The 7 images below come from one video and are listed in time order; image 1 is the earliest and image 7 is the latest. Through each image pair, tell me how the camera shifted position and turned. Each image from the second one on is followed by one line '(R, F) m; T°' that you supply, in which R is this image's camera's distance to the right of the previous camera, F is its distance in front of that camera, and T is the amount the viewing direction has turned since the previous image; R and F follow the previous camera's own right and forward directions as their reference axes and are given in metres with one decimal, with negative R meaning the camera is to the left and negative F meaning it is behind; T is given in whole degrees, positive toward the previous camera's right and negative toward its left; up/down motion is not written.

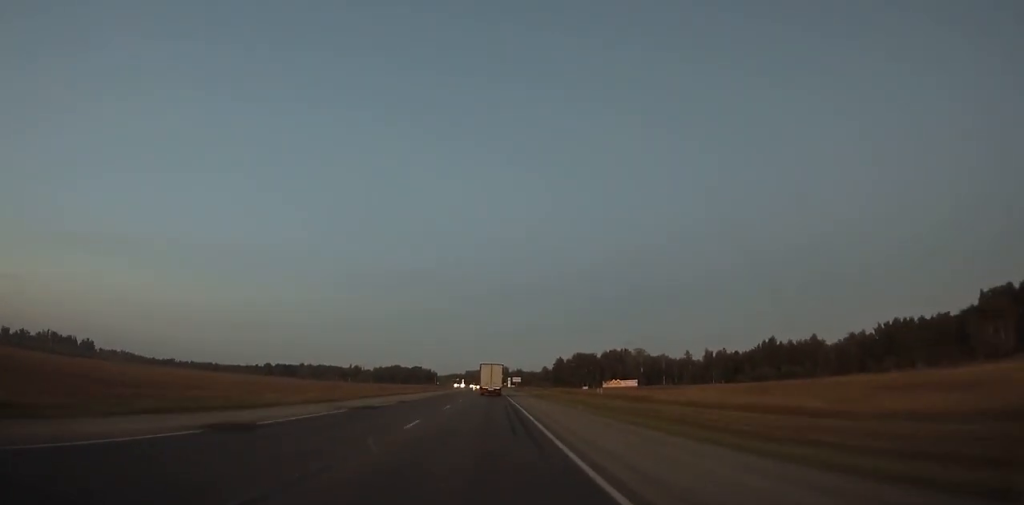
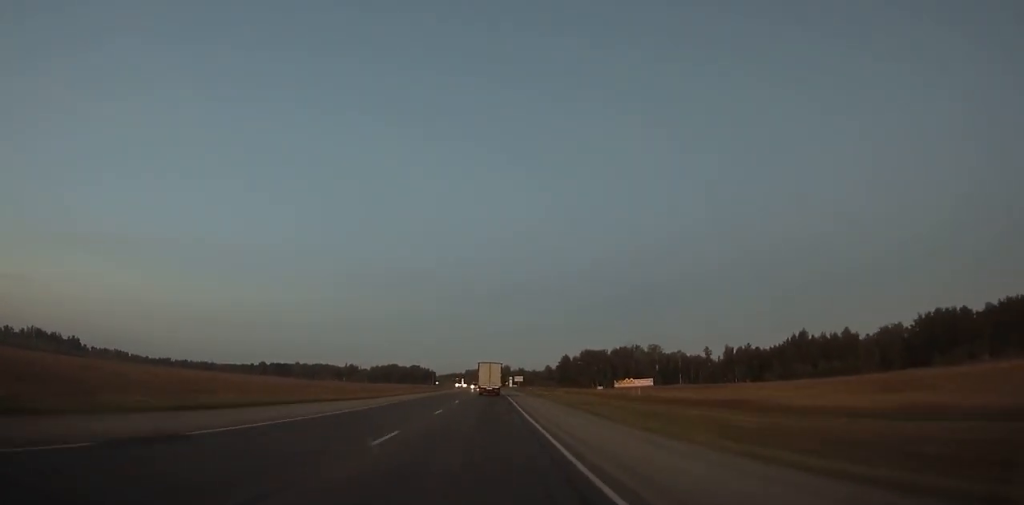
(0.0, +28.0) m; 0°
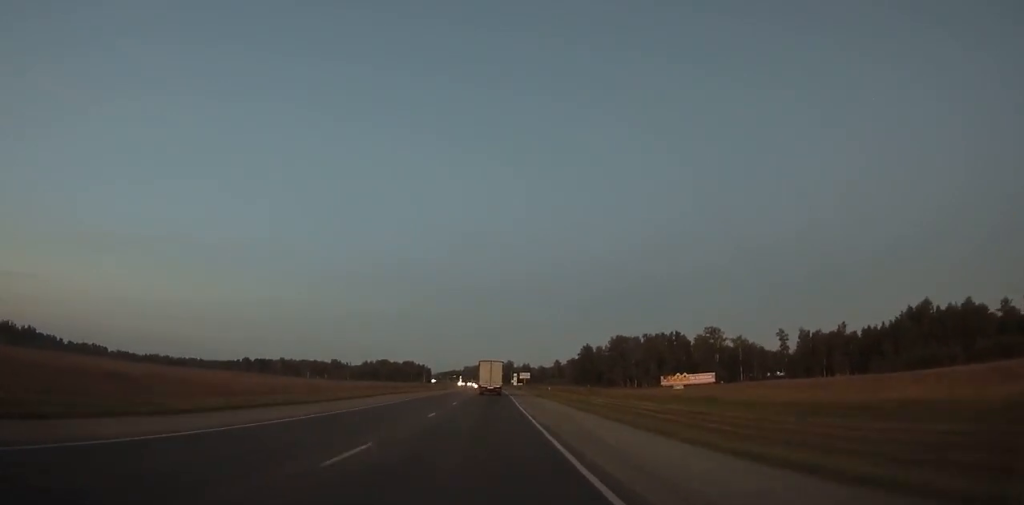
(-0.2, +74.9) m; 0°
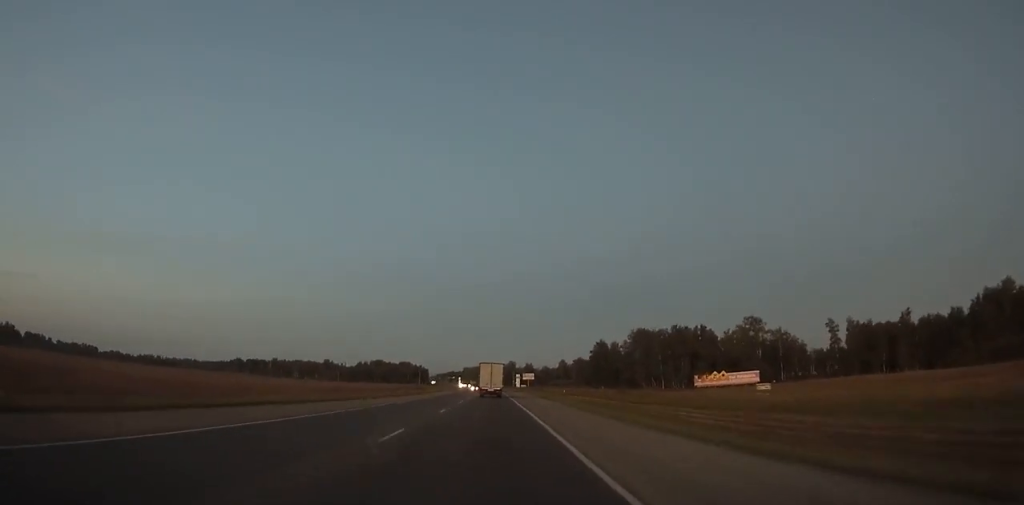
(+0.1, +34.1) m; 0°
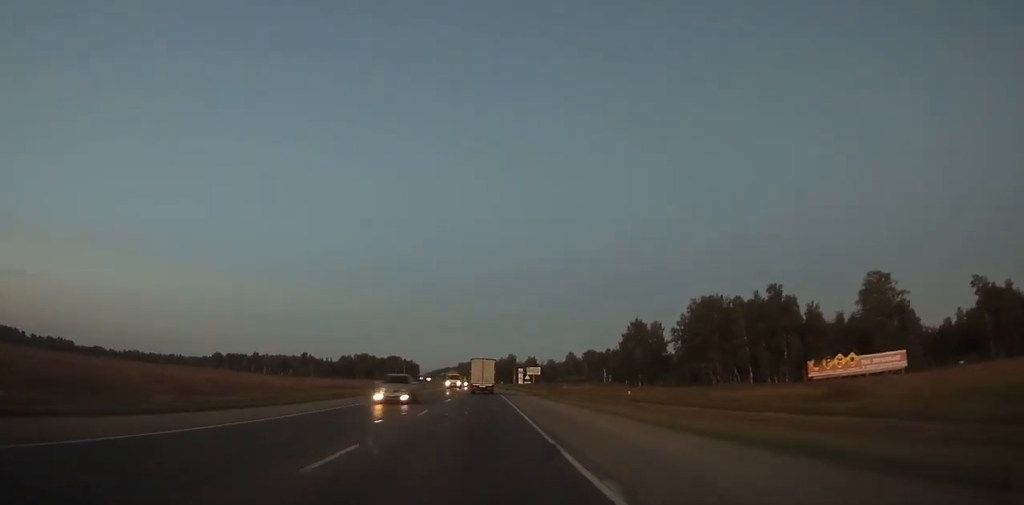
(0.0, +63.7) m; 0°
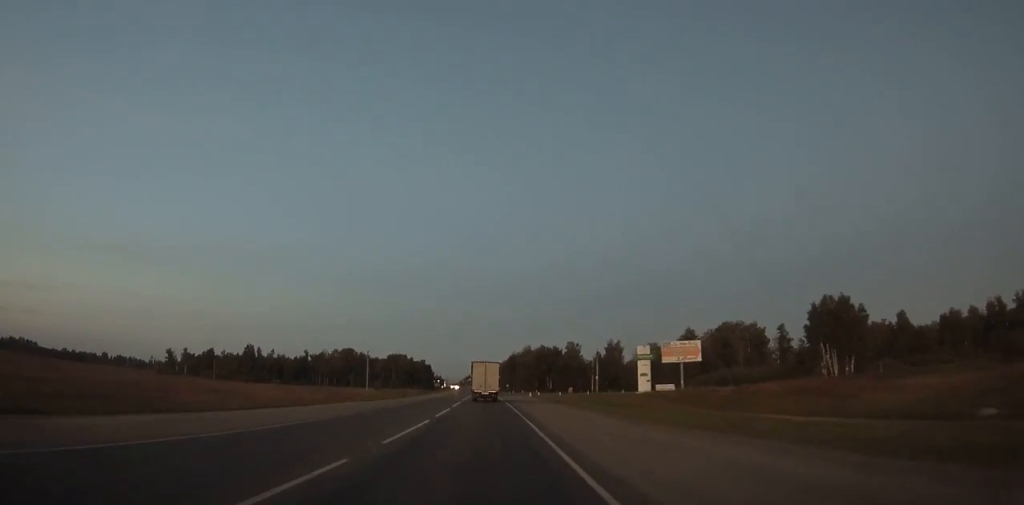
(-3.8, +186.5) m; -3°
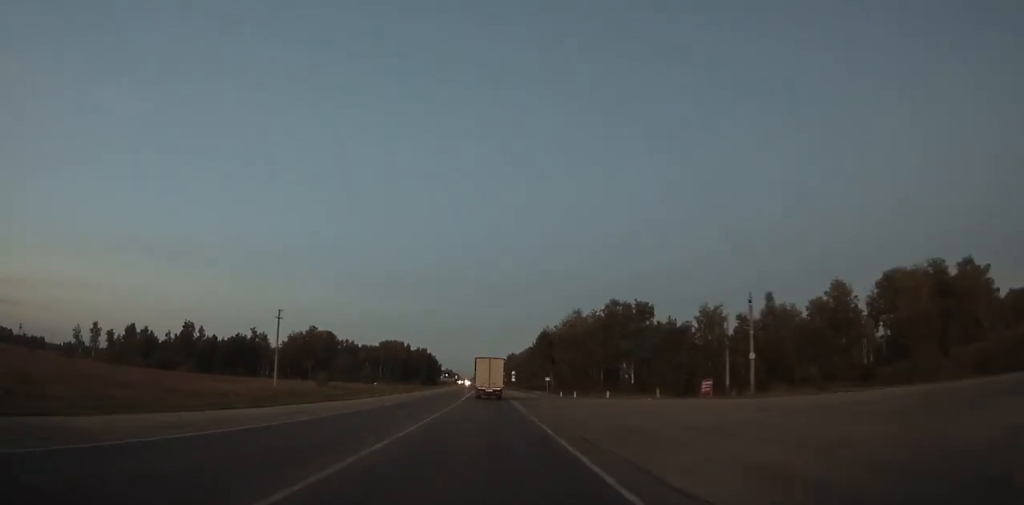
(-1.8, +88.6) m; -2°
